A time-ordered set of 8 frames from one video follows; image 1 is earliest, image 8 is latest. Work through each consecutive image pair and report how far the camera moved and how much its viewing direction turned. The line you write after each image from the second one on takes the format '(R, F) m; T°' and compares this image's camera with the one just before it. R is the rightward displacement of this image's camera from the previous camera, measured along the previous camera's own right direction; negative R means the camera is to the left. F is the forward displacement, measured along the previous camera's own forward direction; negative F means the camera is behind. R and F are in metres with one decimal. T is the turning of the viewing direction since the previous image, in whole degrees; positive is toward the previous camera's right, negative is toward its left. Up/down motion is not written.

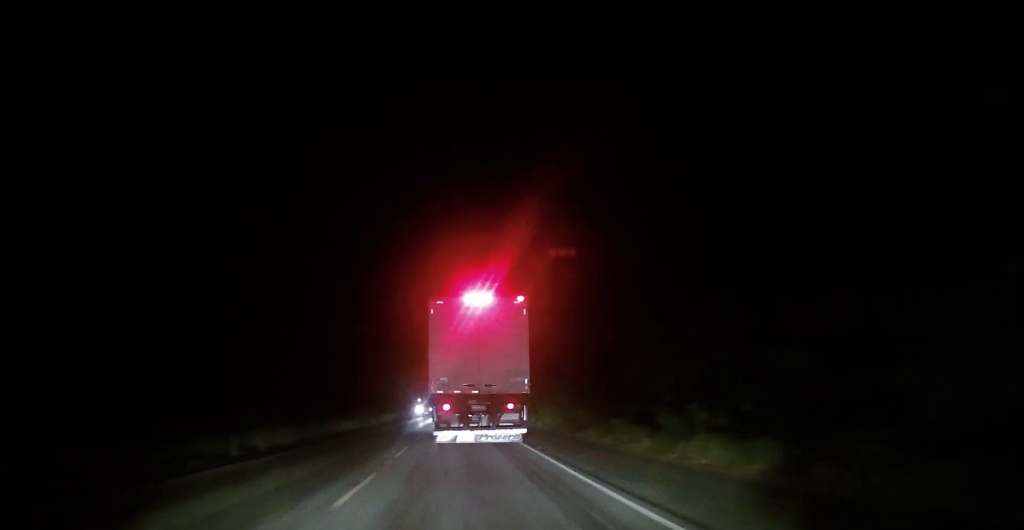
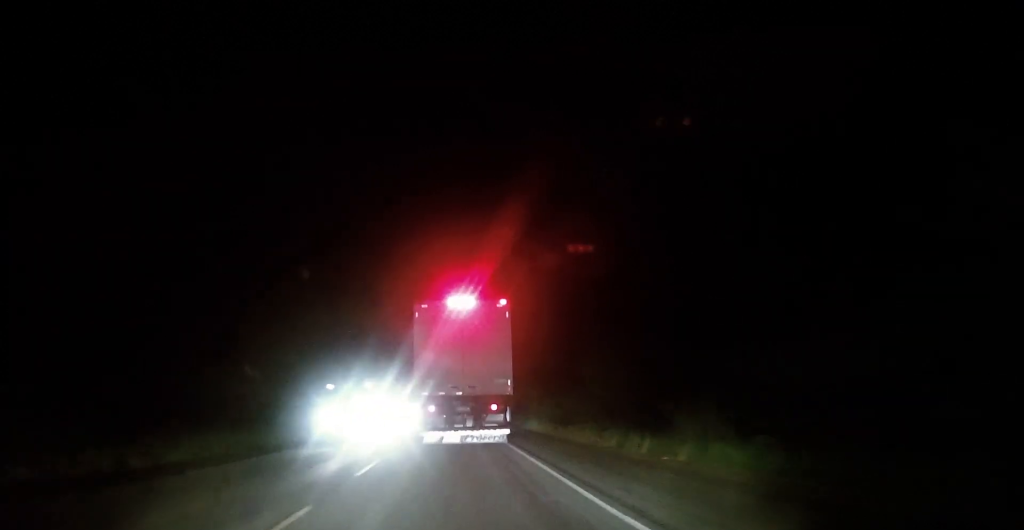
(0.0, +28.4) m; 0°
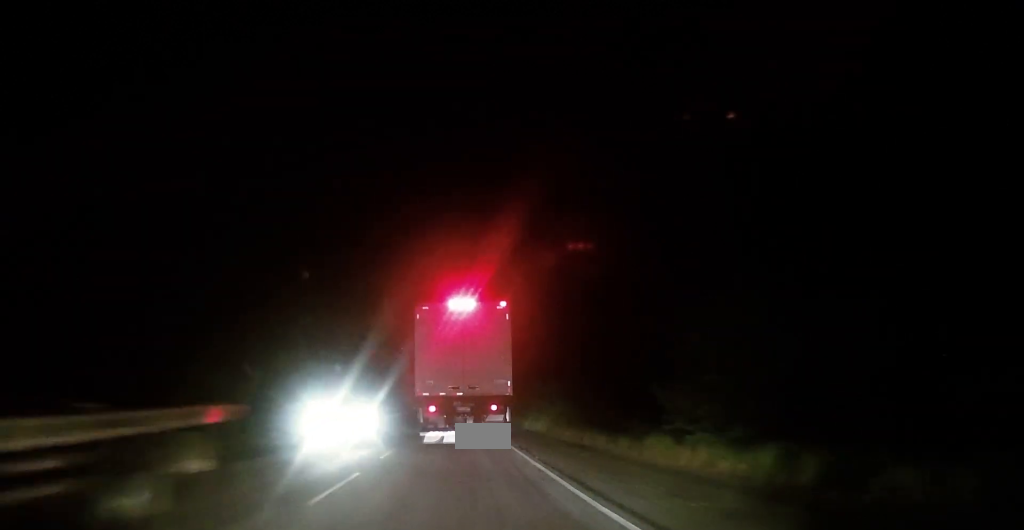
(0.0, +11.7) m; 0°
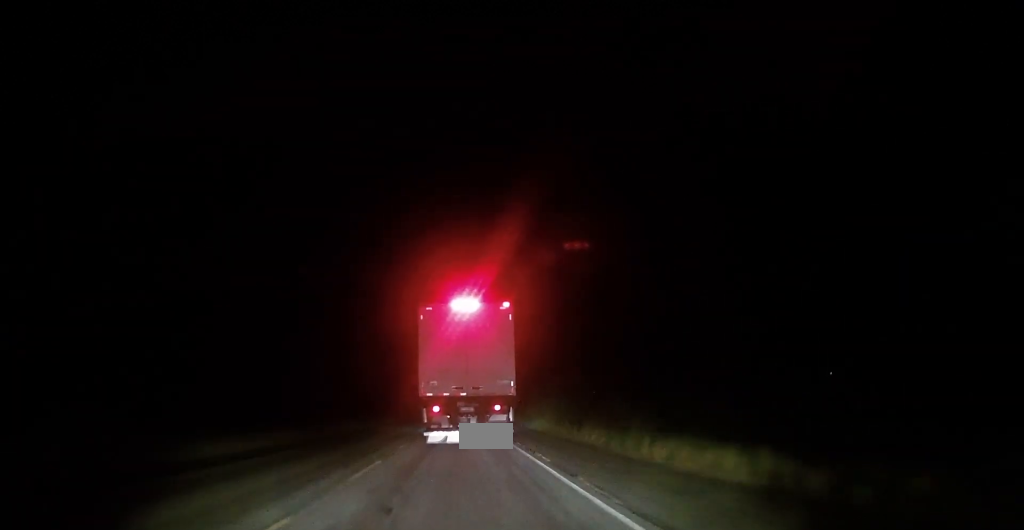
(-0.1, +13.1) m; 0°
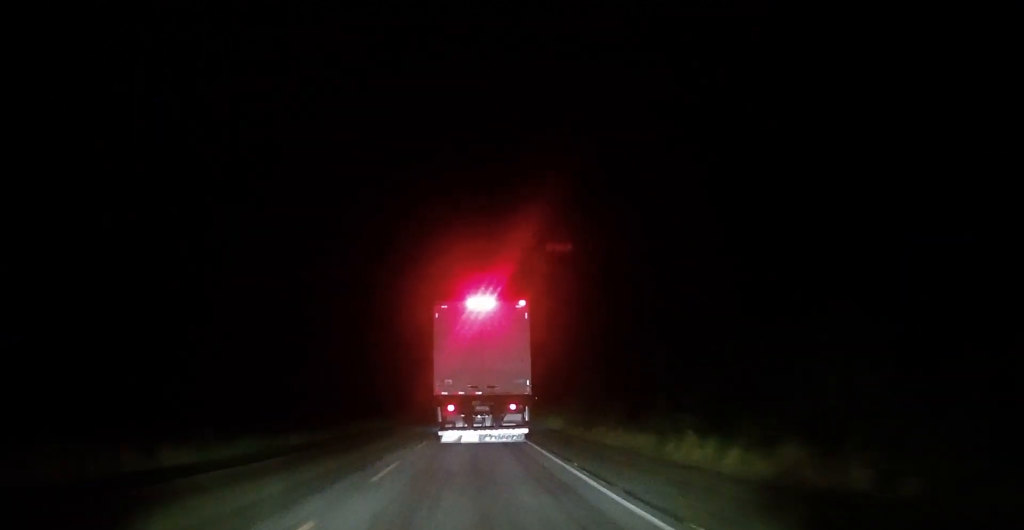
(+0.1, +15.8) m; 0°
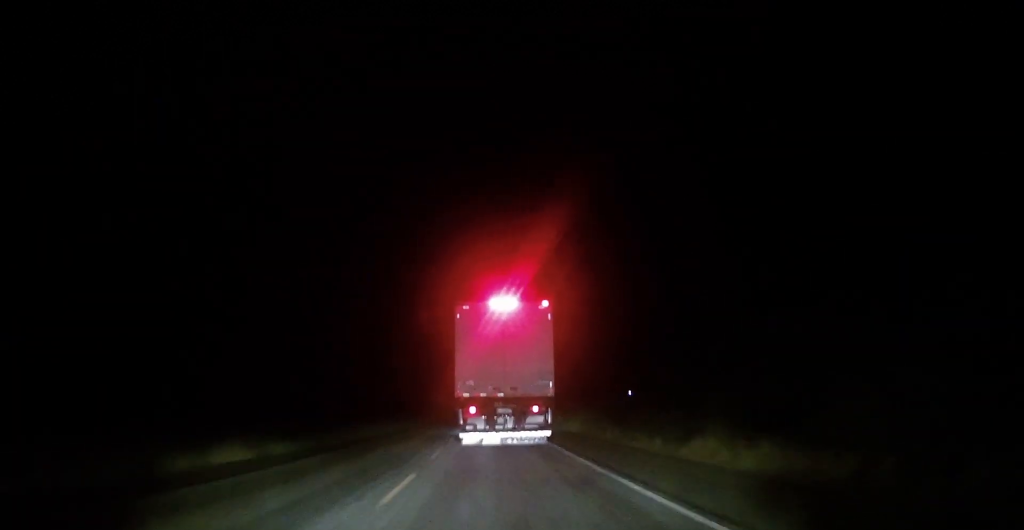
(0.0, +10.4) m; 0°
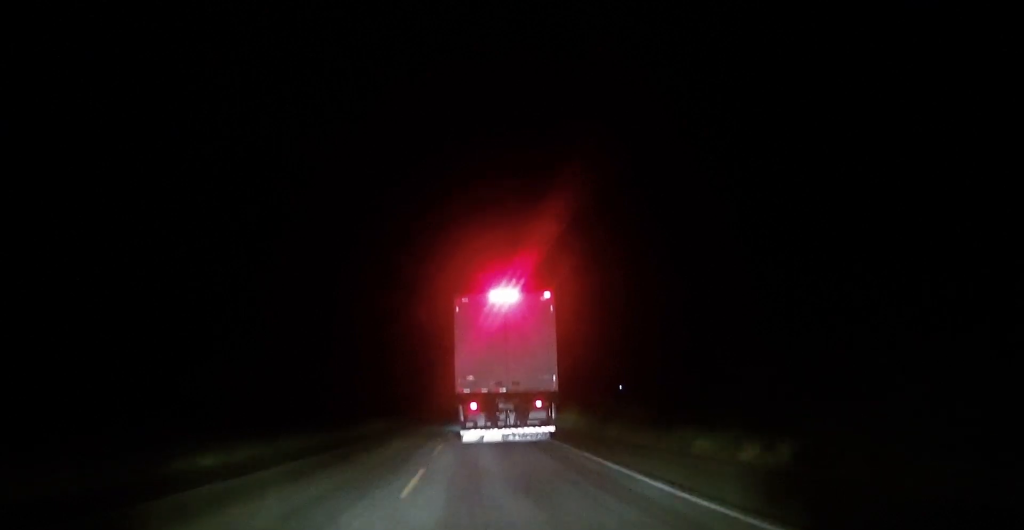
(+0.1, +15.4) m; -1°
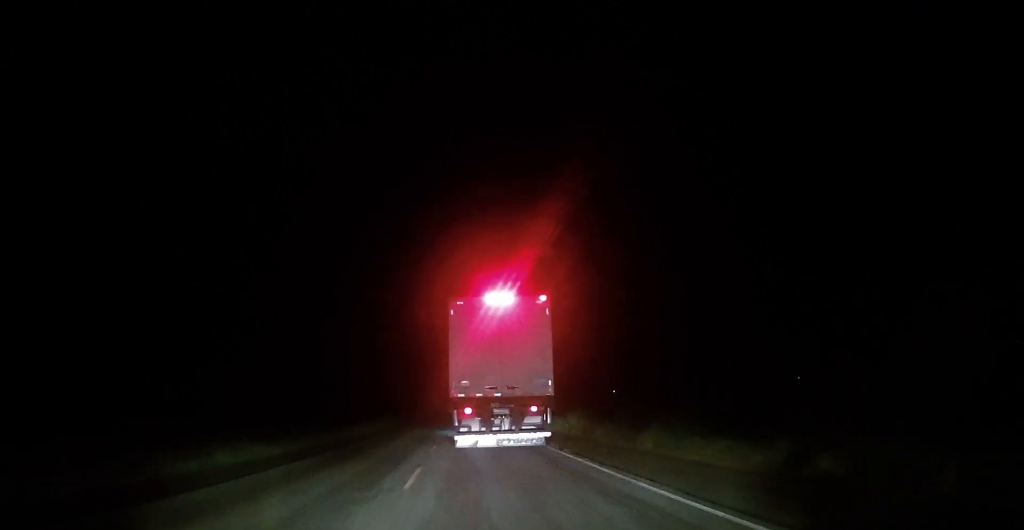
(+0.2, +6.4) m; -1°
